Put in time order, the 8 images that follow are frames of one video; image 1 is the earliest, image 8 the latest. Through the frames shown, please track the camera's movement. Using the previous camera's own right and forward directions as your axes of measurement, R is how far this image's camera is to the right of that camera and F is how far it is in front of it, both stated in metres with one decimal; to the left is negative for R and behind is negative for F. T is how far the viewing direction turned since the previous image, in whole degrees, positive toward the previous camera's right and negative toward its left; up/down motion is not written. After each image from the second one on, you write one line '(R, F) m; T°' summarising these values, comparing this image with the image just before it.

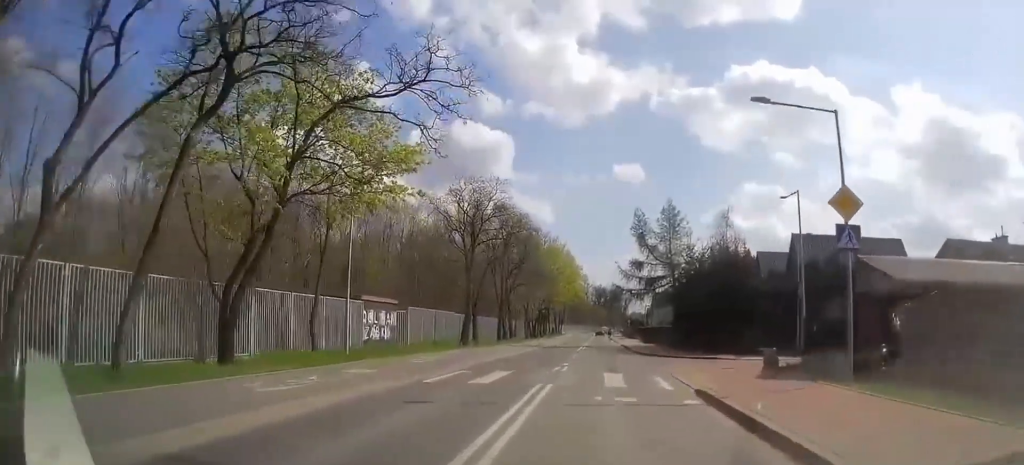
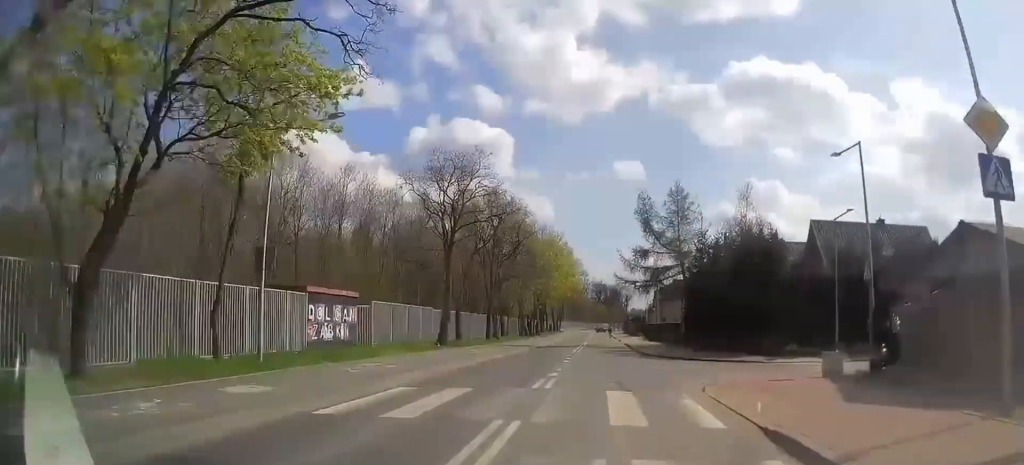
(0.0, +5.9) m; 0°
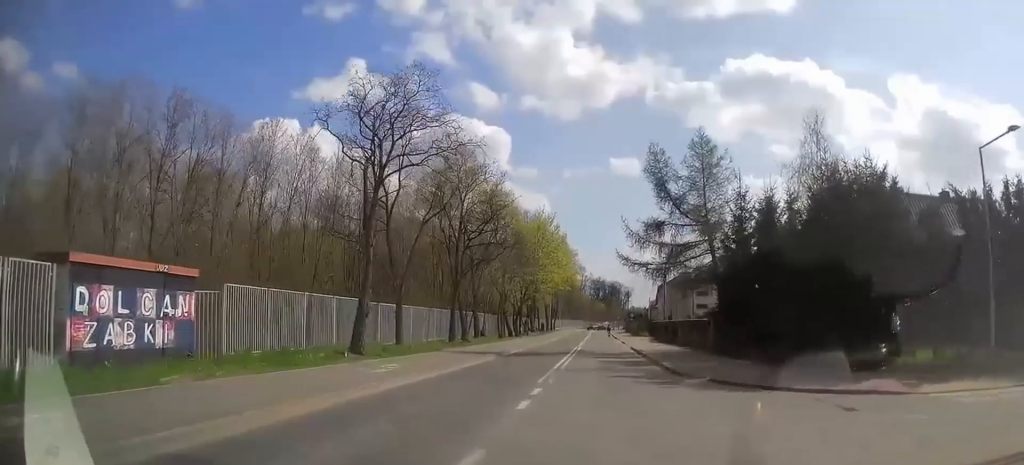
(+0.1, +12.3) m; 0°
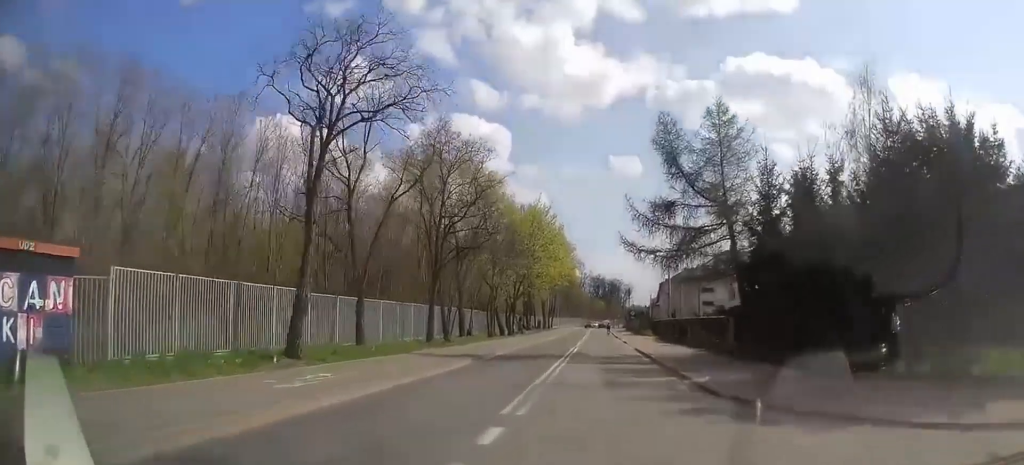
(0.0, +4.8) m; 0°
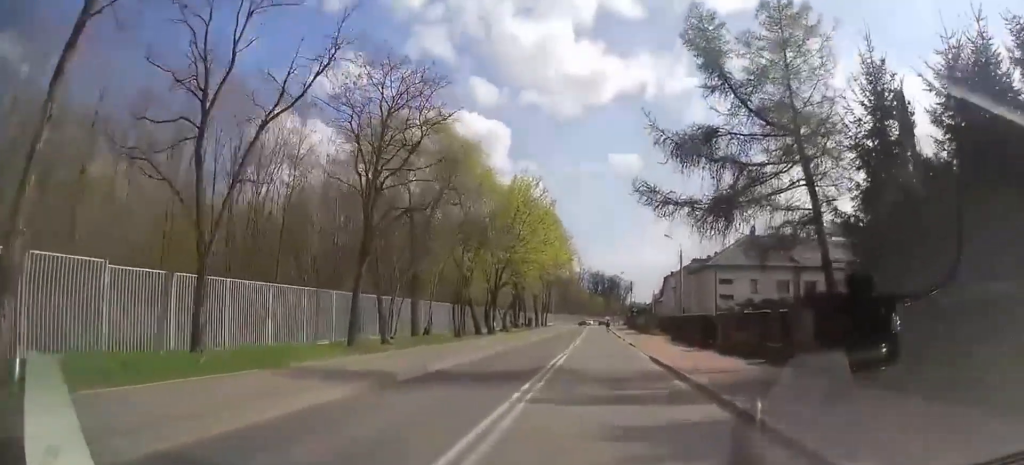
(-0.1, +10.6) m; 0°
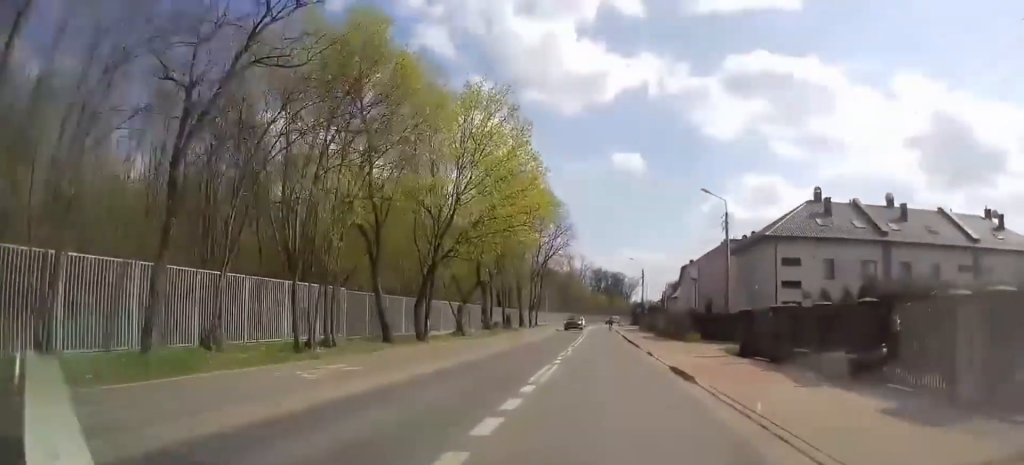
(-0.1, +17.5) m; 0°
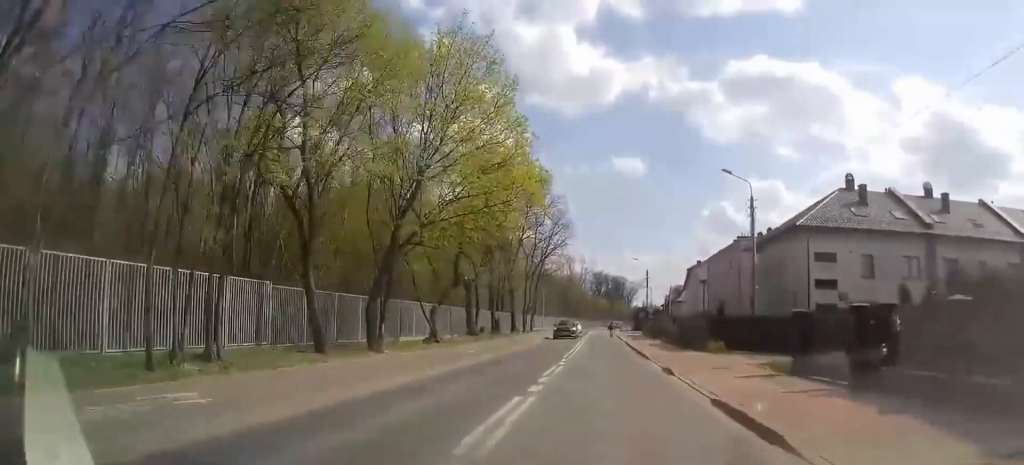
(0.0, +5.1) m; 0°
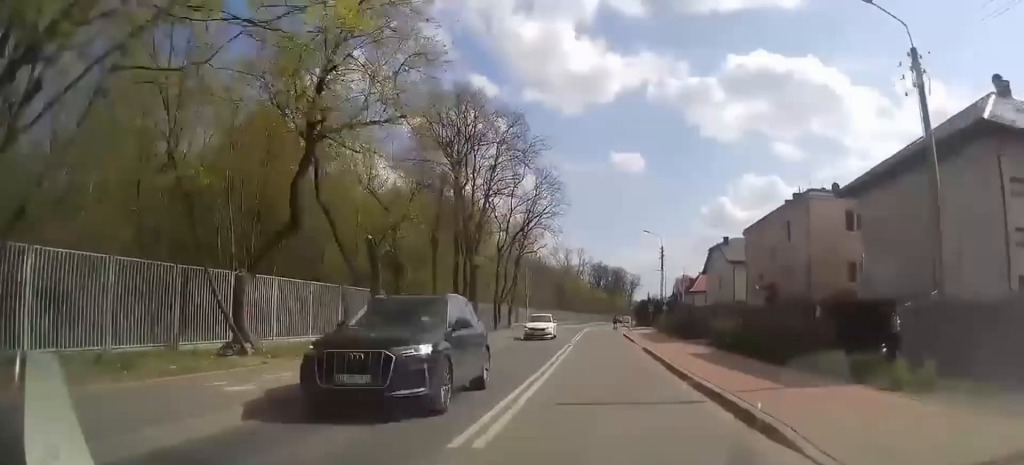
(-0.1, +16.7) m; -1°
